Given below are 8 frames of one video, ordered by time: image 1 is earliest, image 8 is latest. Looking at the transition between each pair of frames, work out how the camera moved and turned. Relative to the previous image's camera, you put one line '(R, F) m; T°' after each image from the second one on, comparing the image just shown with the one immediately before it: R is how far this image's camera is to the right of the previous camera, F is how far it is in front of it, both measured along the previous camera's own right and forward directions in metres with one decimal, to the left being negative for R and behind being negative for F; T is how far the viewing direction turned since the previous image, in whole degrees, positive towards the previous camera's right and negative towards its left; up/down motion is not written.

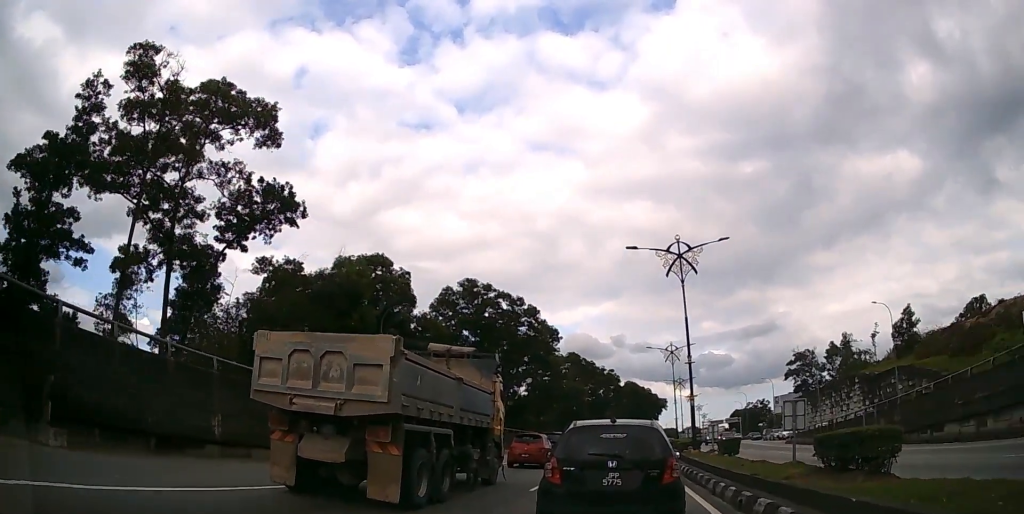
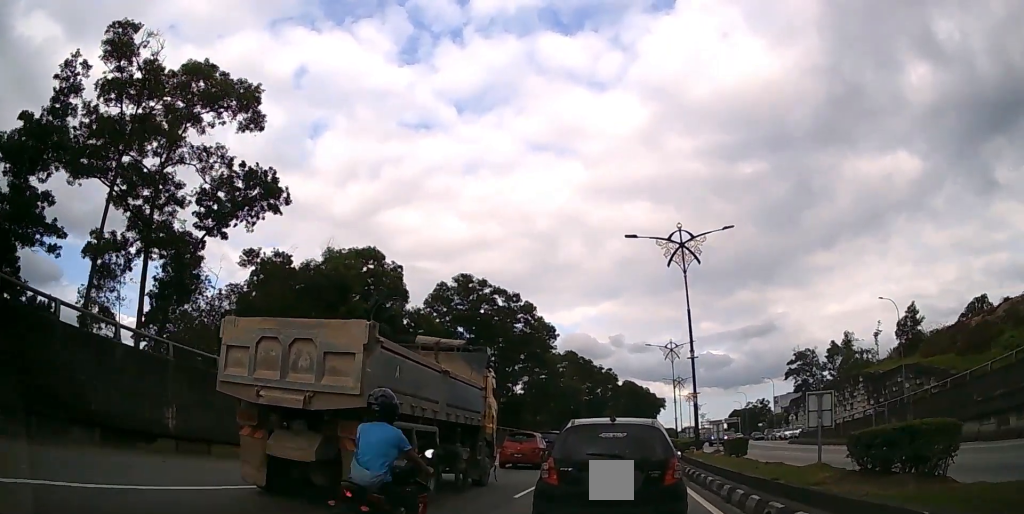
(0.0, +1.9) m; 0°
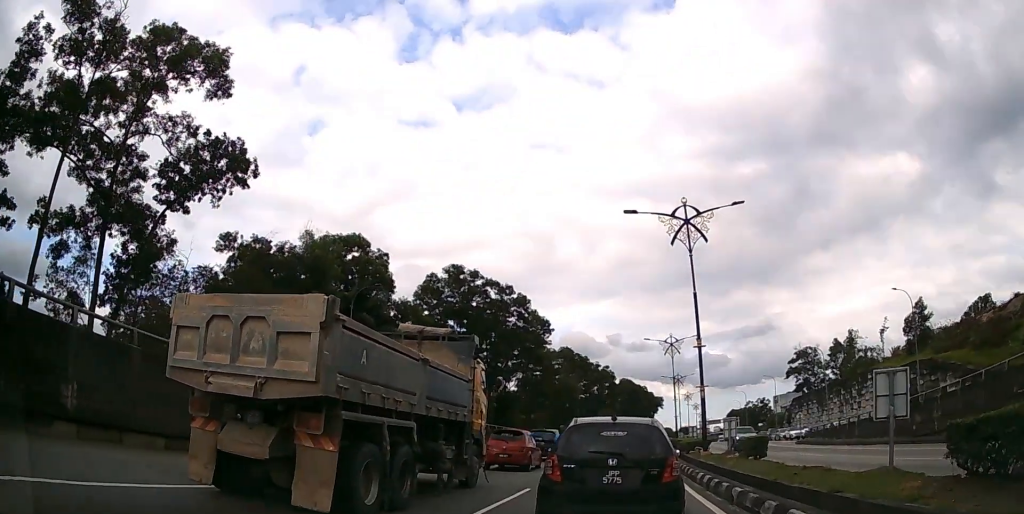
(0.0, +3.3) m; +2°
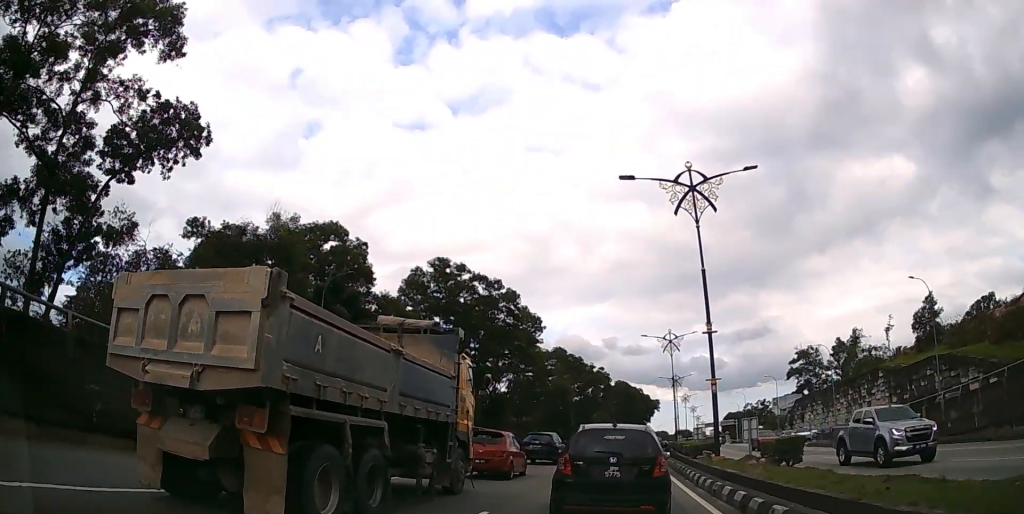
(+0.2, +4.2) m; +2°
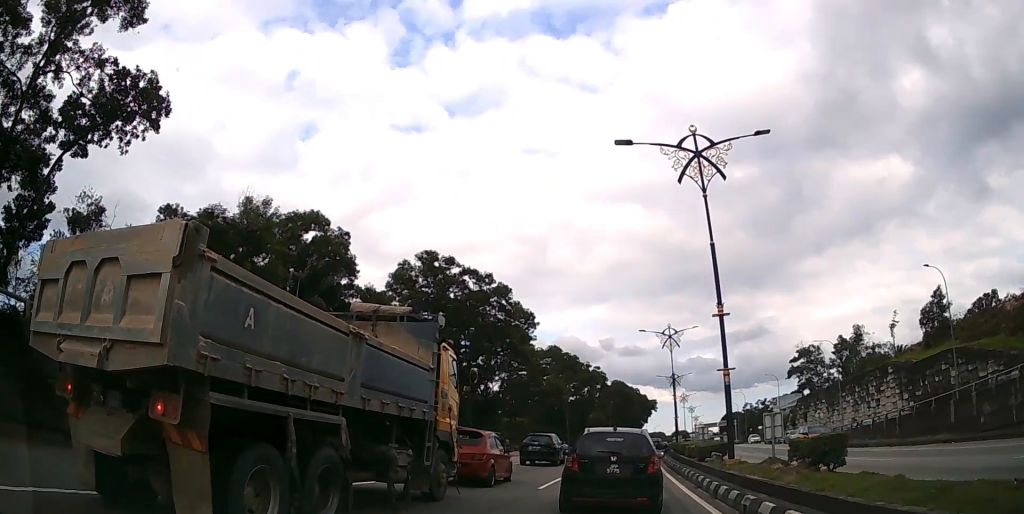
(-0.1, +3.1) m; 0°
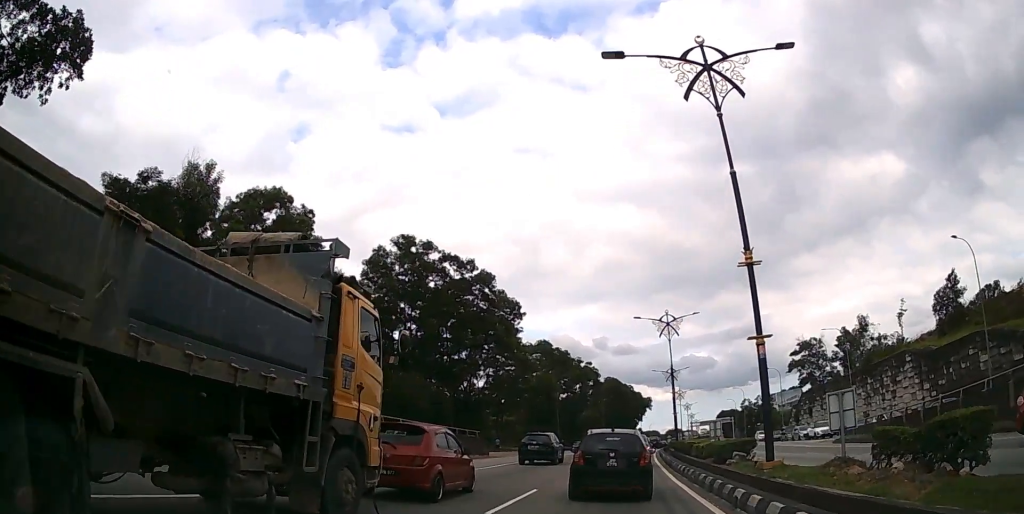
(0.0, +5.2) m; +1°
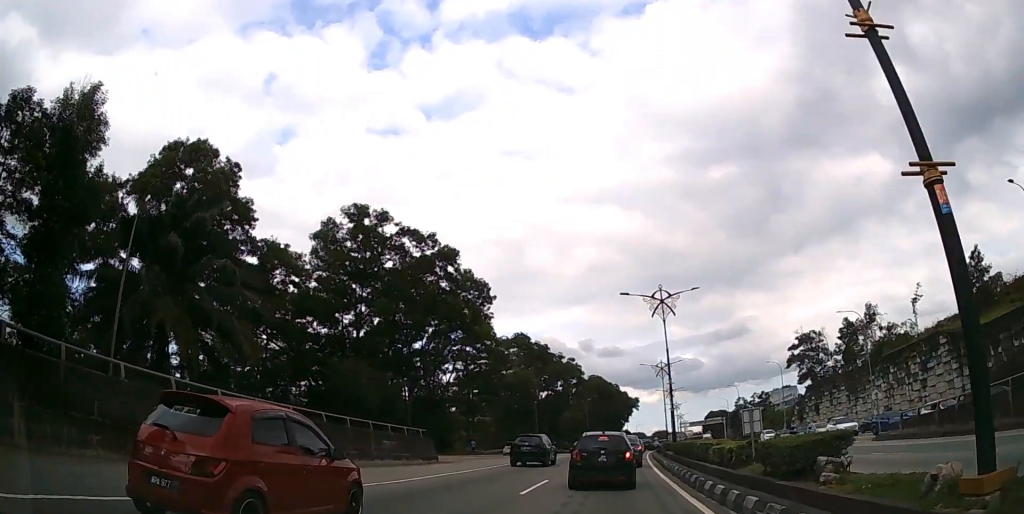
(0.0, +8.9) m; 0°
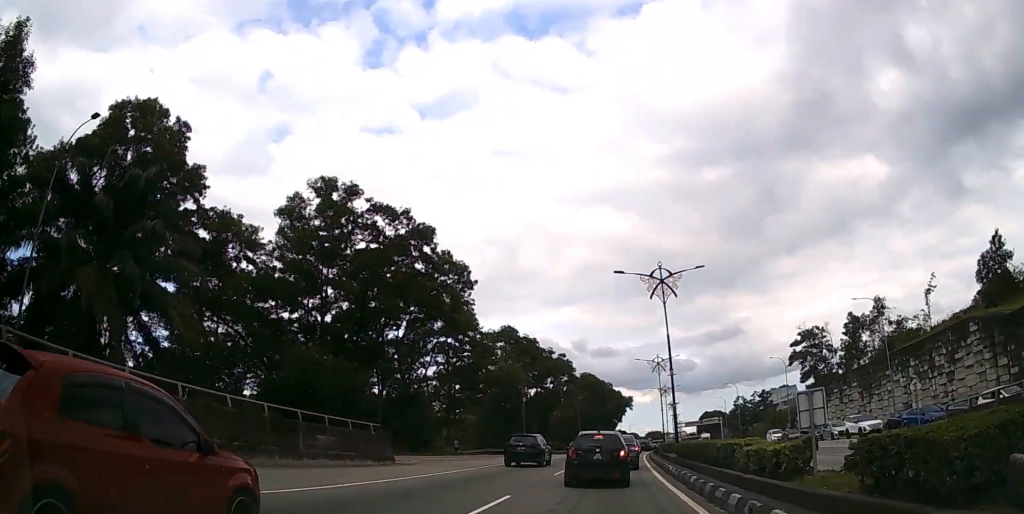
(0.0, +5.4) m; 0°
